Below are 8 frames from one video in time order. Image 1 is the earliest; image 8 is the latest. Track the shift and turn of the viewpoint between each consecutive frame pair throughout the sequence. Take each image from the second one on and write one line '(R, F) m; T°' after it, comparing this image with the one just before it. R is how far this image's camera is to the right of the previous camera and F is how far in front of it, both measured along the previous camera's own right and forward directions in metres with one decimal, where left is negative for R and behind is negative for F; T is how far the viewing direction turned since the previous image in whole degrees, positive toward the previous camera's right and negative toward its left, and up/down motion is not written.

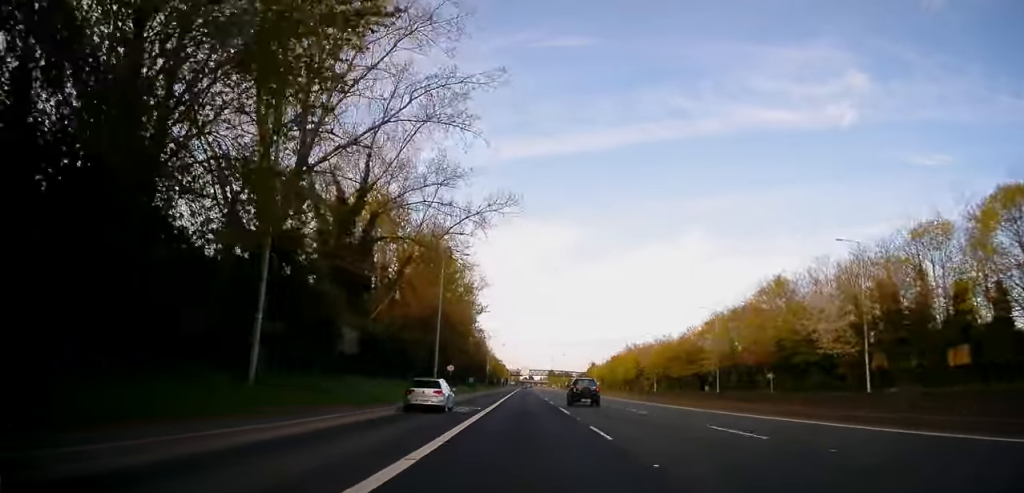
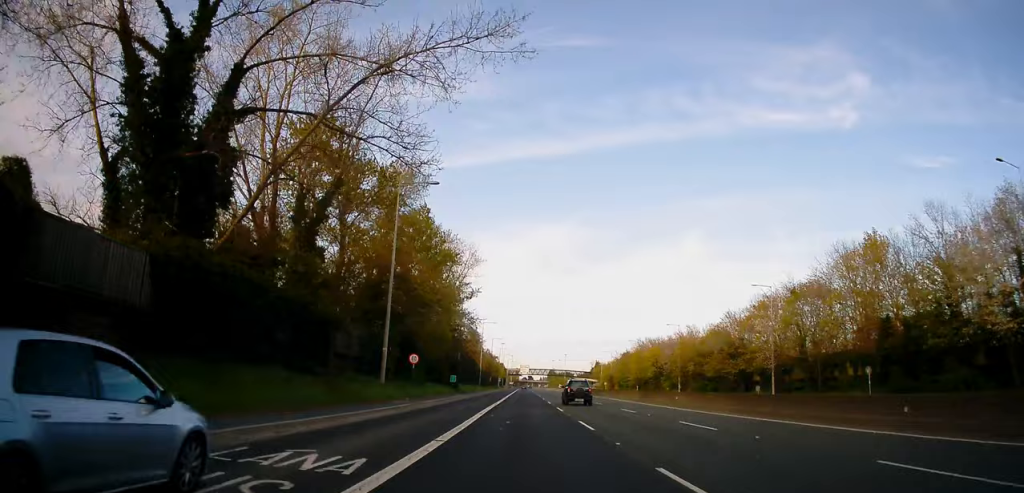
(-0.4, +21.7) m; 0°
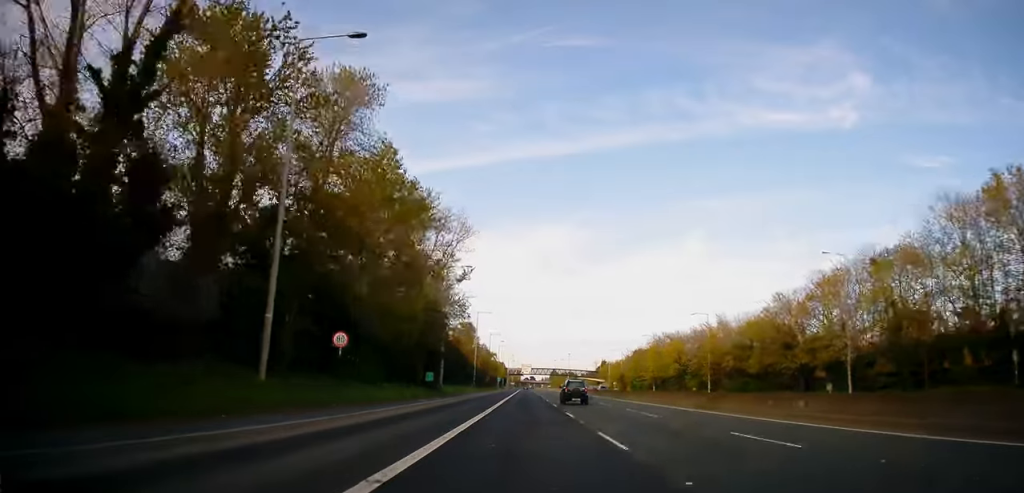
(+0.3, +18.1) m; 0°
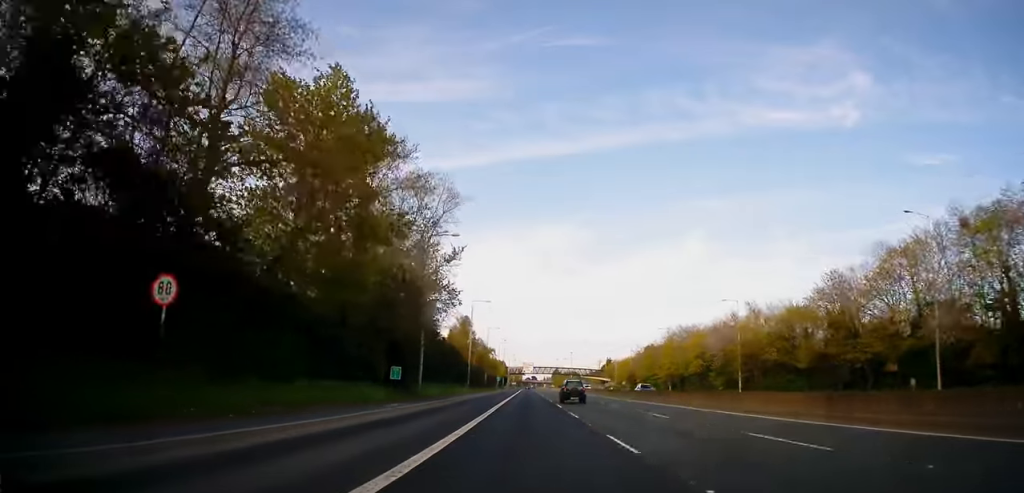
(-0.2, +13.8) m; 0°
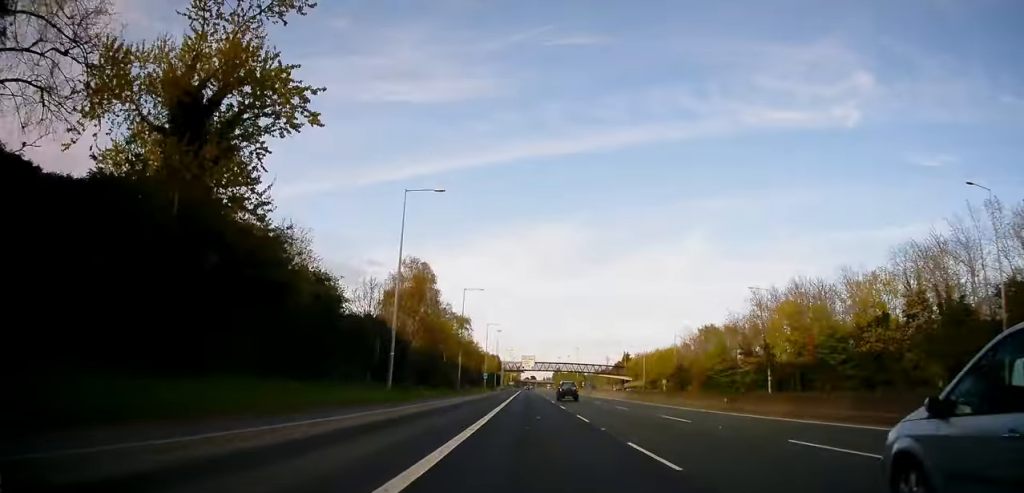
(-0.2, +52.9) m; 0°
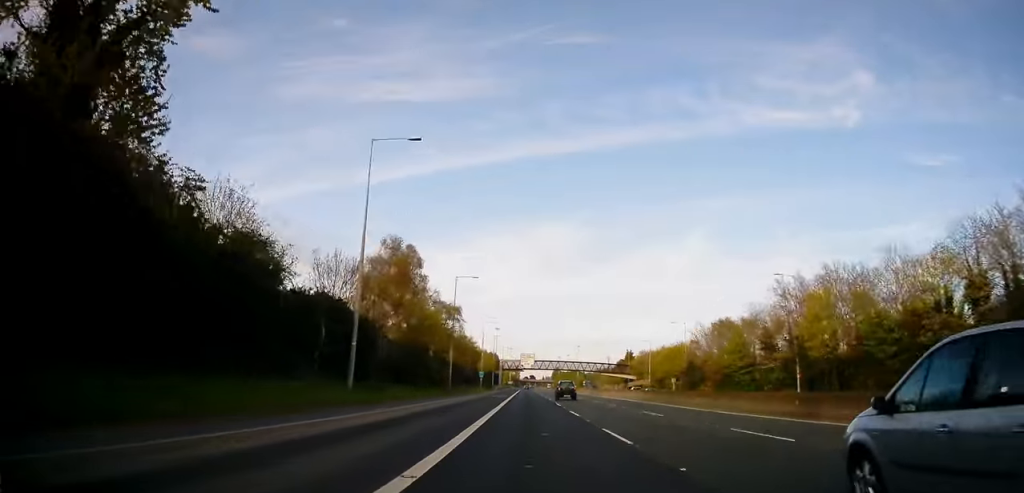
(+0.2, +8.7) m; 0°
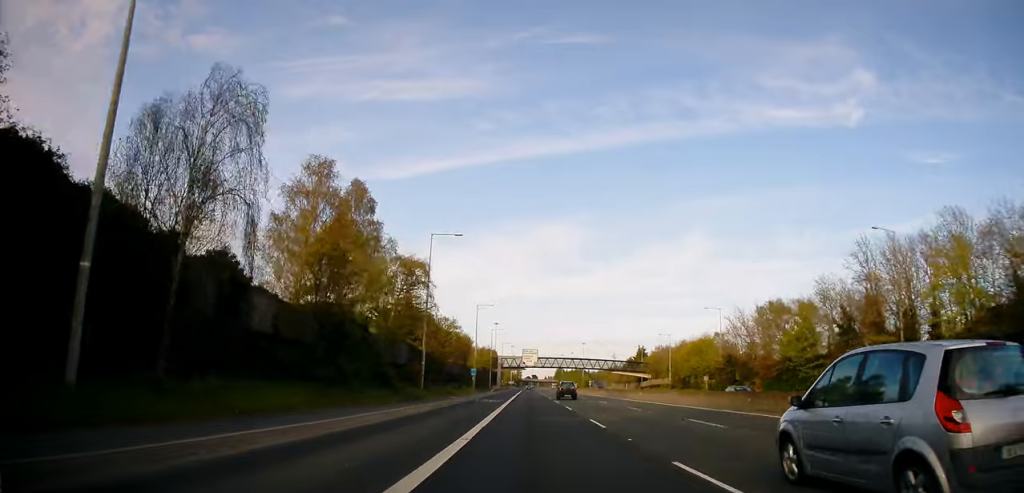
(+0.1, +20.0) m; 0°
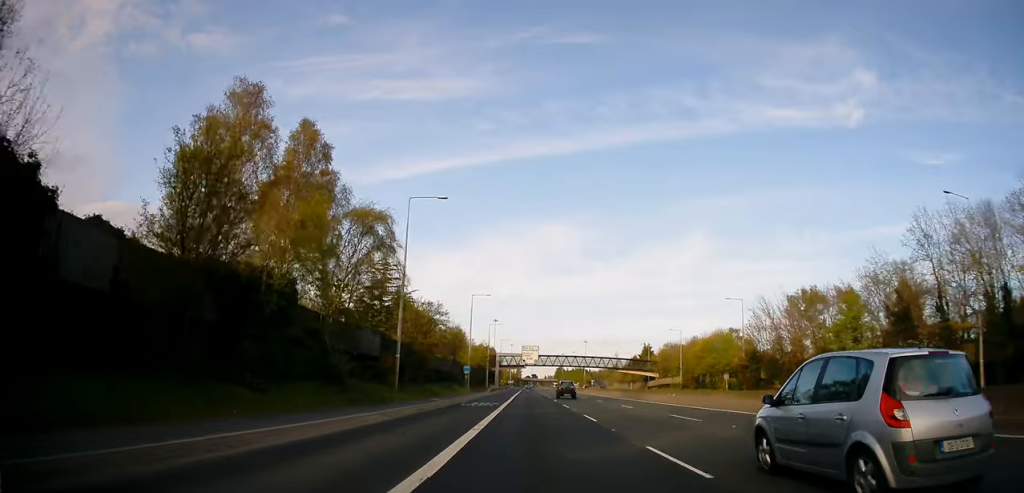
(-0.2, +10.5) m; 0°
